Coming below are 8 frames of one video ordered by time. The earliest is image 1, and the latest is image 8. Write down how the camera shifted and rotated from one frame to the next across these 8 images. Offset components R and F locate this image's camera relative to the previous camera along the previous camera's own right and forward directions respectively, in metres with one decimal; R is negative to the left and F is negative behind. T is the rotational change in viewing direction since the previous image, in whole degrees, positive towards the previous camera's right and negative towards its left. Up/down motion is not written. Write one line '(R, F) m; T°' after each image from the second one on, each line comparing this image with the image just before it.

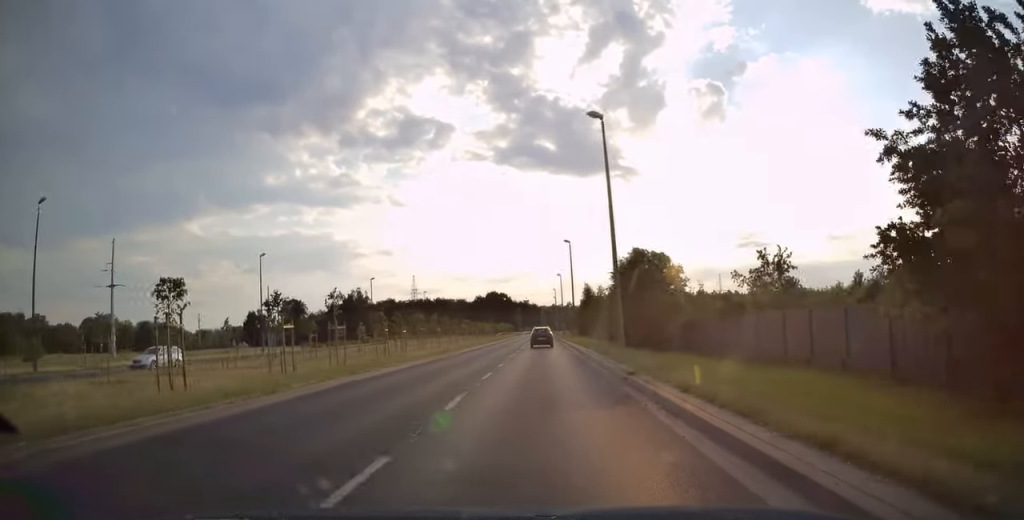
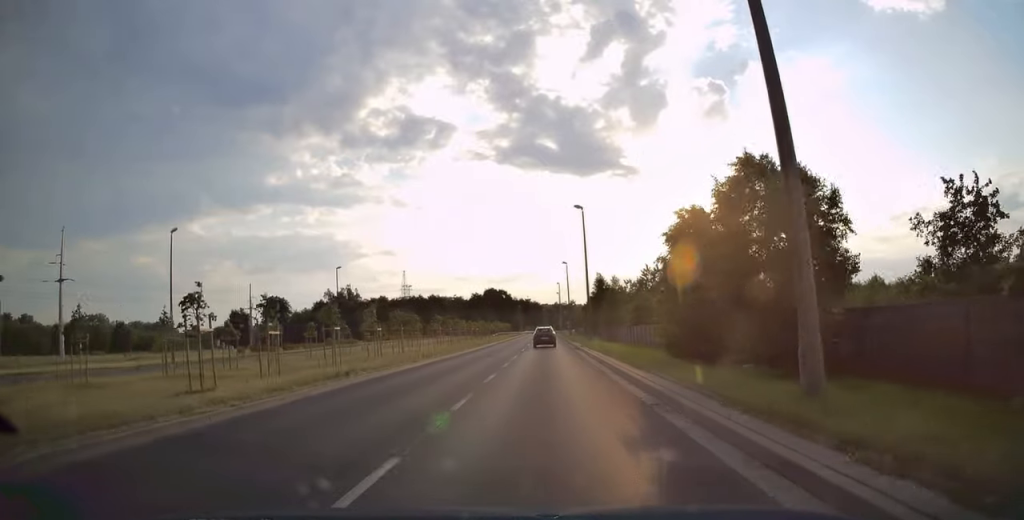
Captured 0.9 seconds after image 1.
(-0.4, +17.8) m; -1°
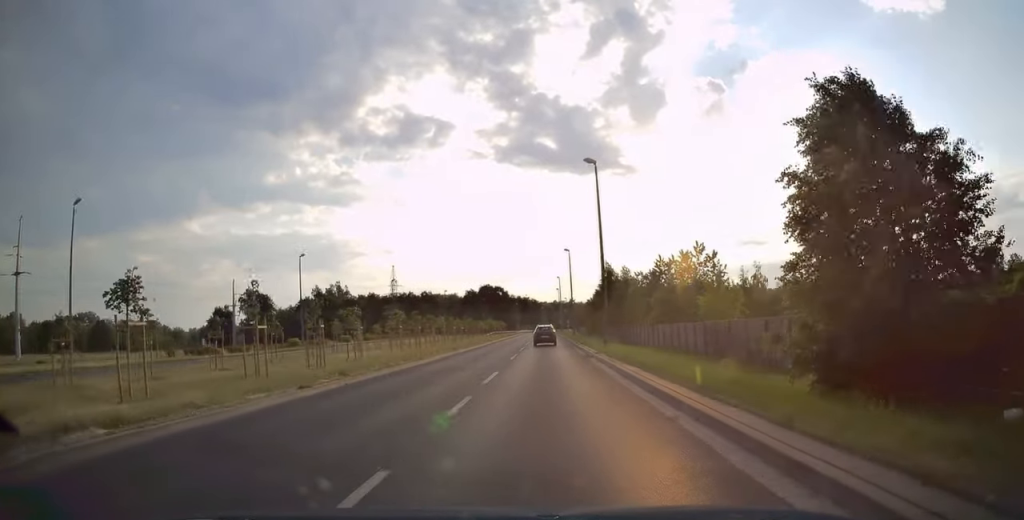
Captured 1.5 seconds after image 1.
(0.0, +12.5) m; 0°
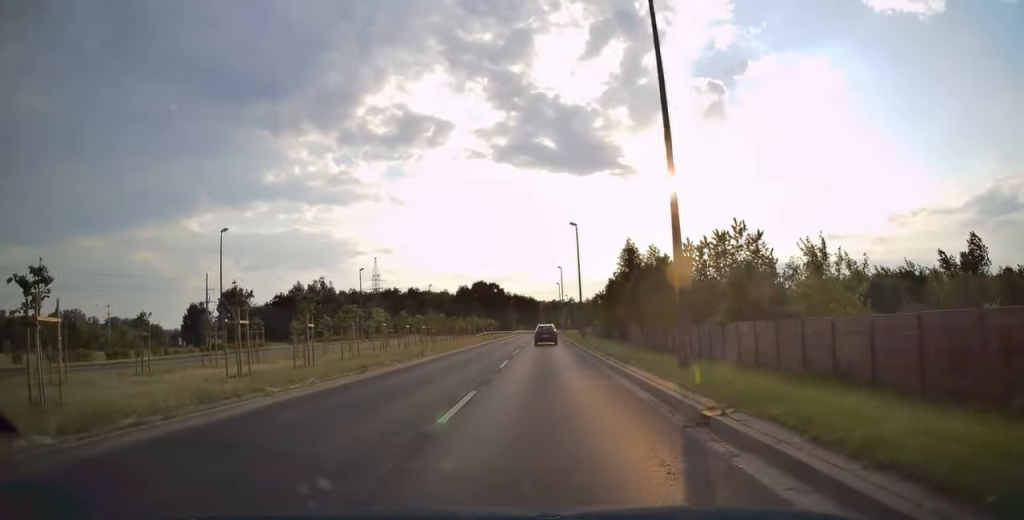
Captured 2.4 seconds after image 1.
(+0.1, +18.1) m; +1°
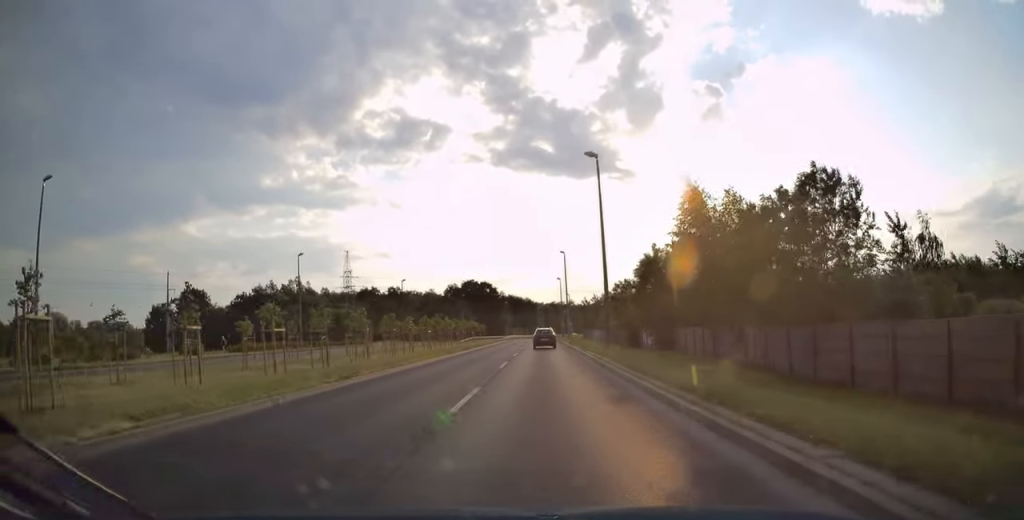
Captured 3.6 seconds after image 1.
(+0.1, +22.7) m; -1°
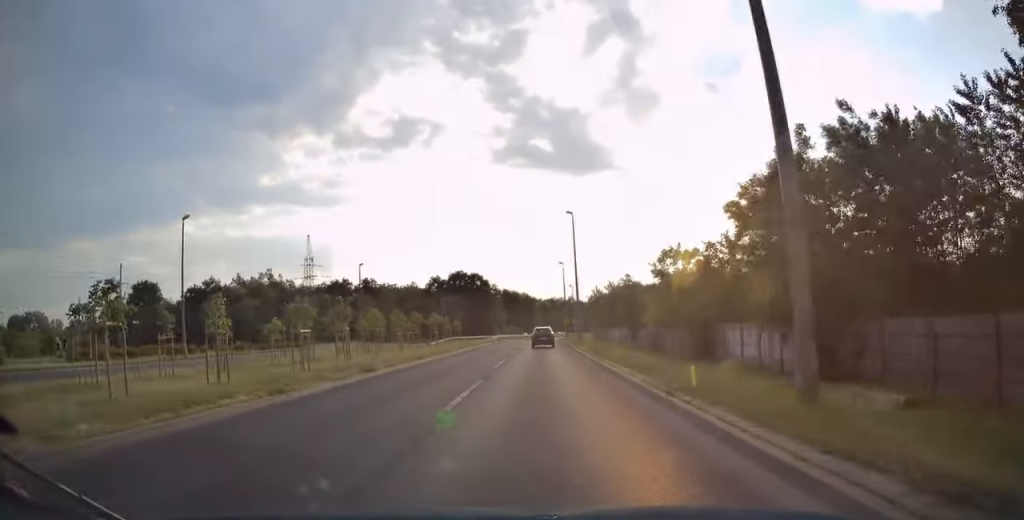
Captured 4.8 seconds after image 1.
(-0.3, +23.4) m; 0°
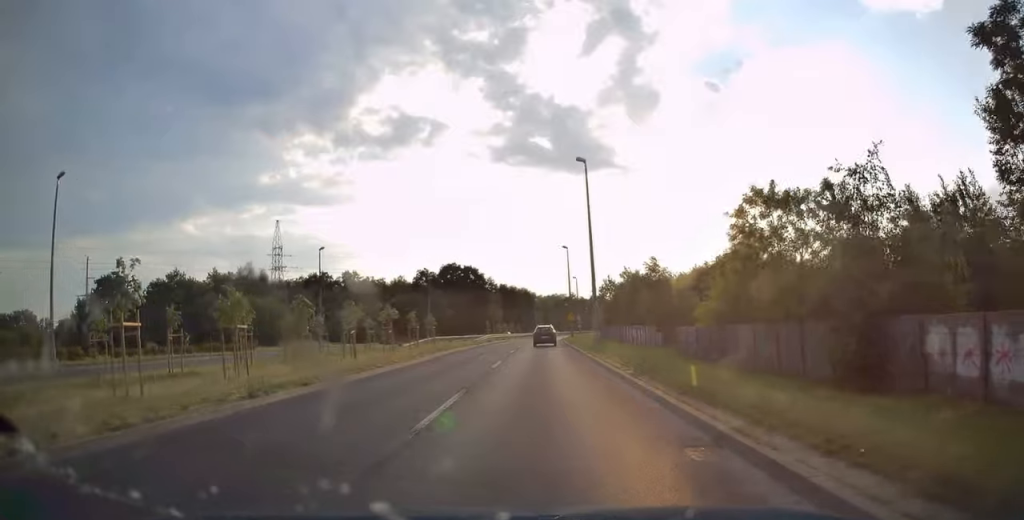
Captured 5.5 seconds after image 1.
(+0.2, +14.9) m; 0°
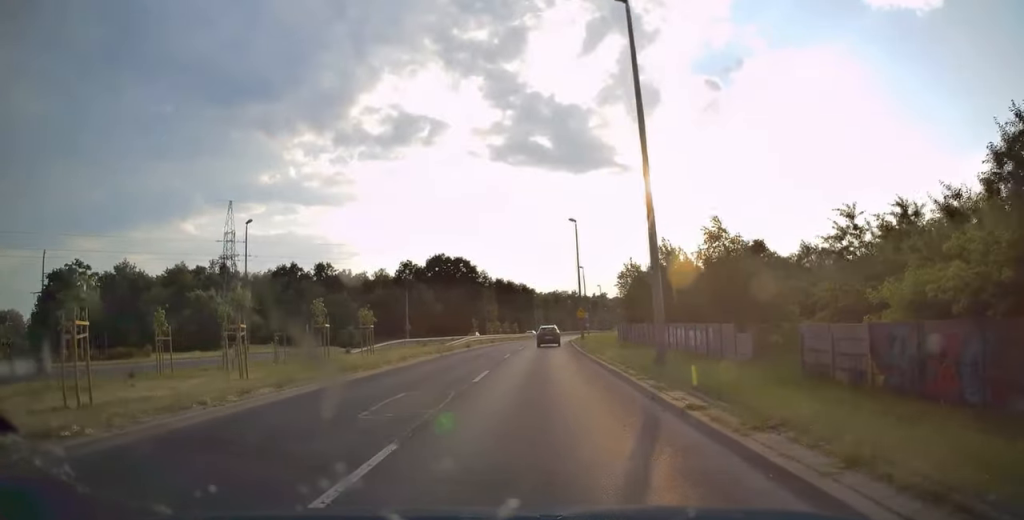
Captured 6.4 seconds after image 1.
(+0.1, +17.5) m; 0°
